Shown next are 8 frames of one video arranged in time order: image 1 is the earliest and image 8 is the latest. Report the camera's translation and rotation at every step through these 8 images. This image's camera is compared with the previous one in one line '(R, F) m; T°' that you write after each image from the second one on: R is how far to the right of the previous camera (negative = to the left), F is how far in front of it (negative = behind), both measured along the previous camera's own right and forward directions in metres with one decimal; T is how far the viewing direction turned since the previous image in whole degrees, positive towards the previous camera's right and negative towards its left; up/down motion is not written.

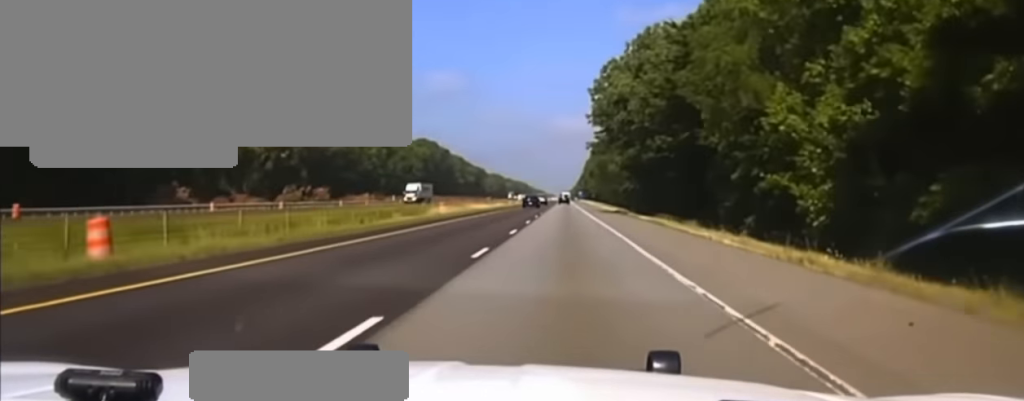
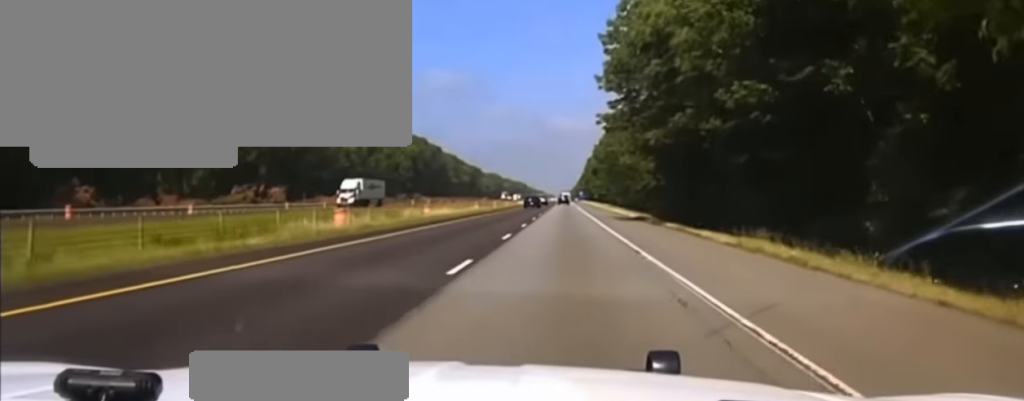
(0.0, +27.8) m; 0°
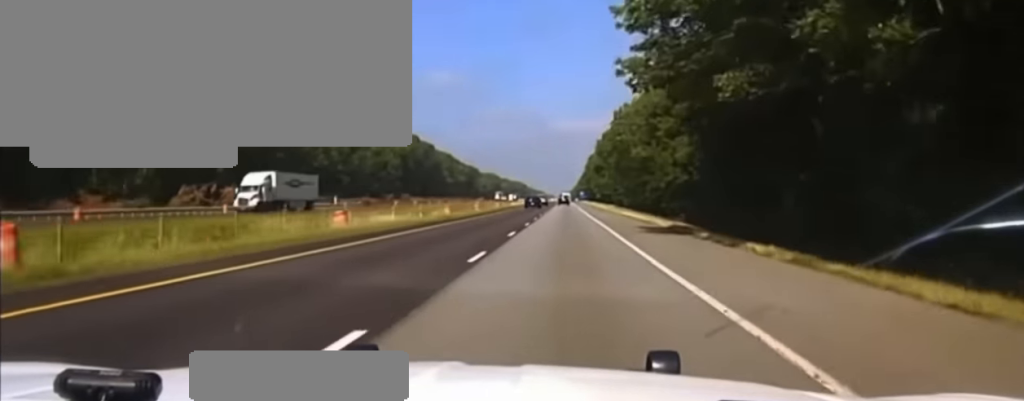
(-0.2, +21.2) m; 0°
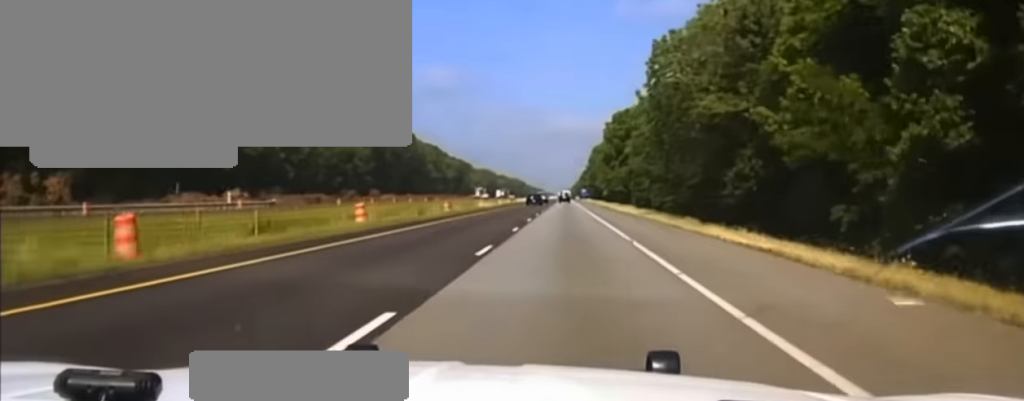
(+0.5, +47.4) m; +1°
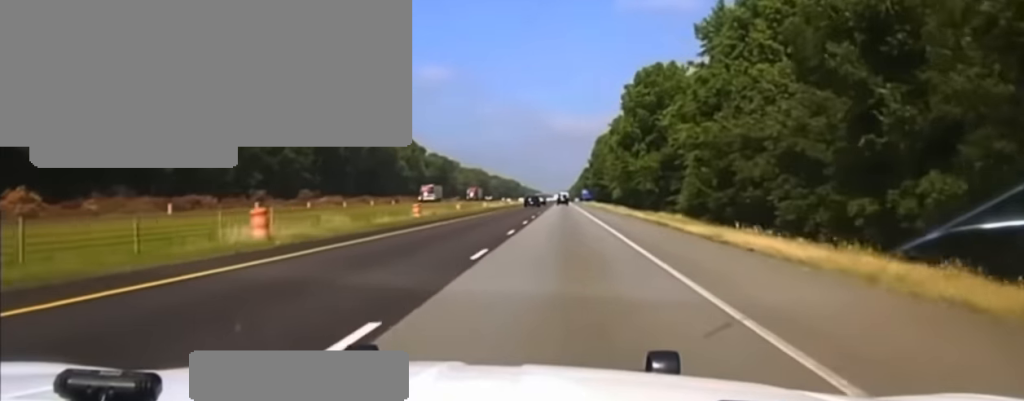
(+0.2, +61.3) m; -1°
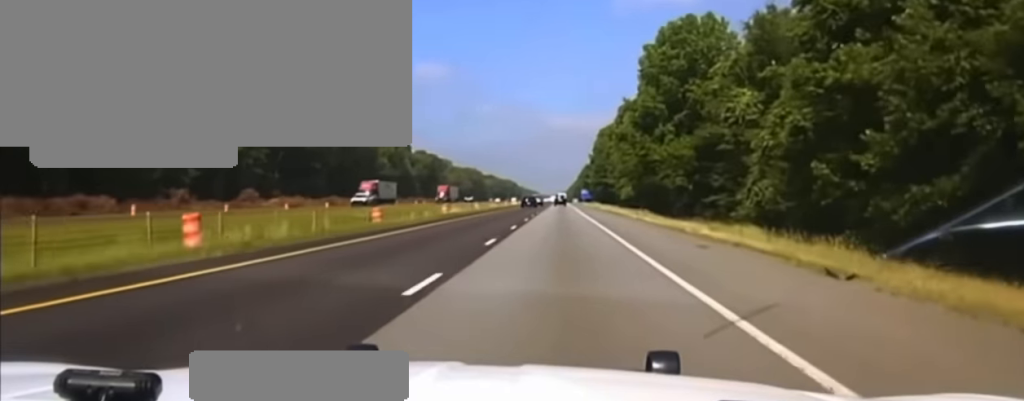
(-0.3, +30.7) m; 0°
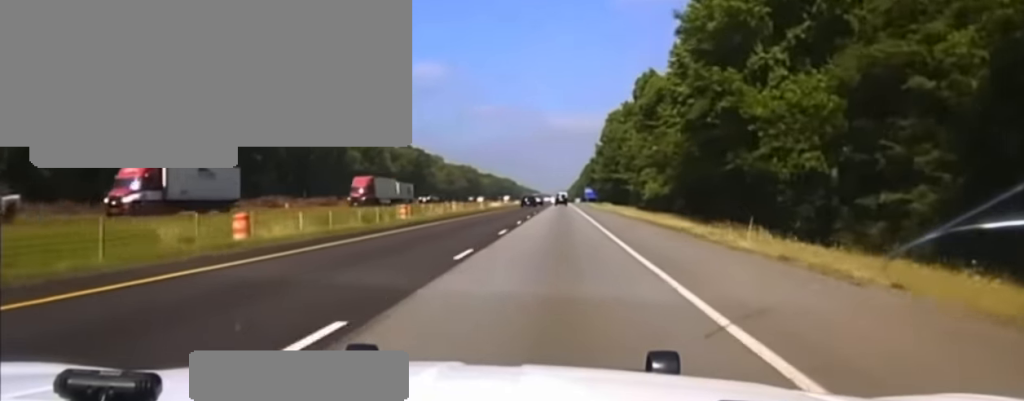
(+0.3, +40.9) m; 0°
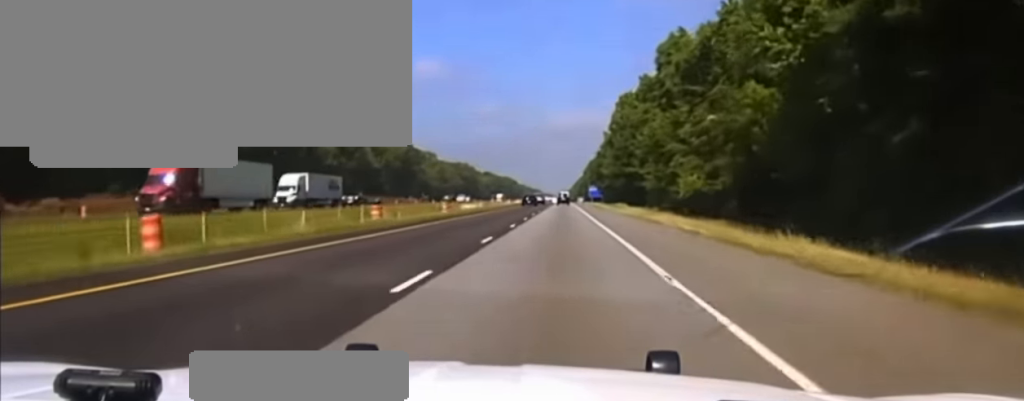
(-0.1, +30.5) m; 0°
